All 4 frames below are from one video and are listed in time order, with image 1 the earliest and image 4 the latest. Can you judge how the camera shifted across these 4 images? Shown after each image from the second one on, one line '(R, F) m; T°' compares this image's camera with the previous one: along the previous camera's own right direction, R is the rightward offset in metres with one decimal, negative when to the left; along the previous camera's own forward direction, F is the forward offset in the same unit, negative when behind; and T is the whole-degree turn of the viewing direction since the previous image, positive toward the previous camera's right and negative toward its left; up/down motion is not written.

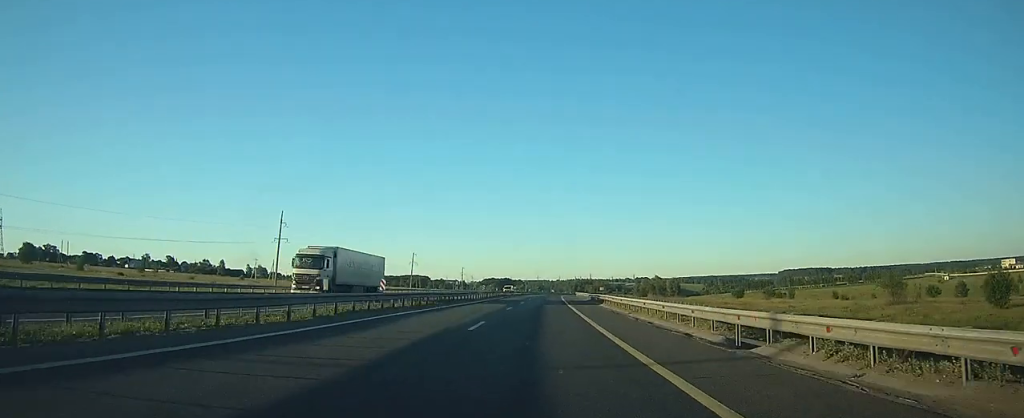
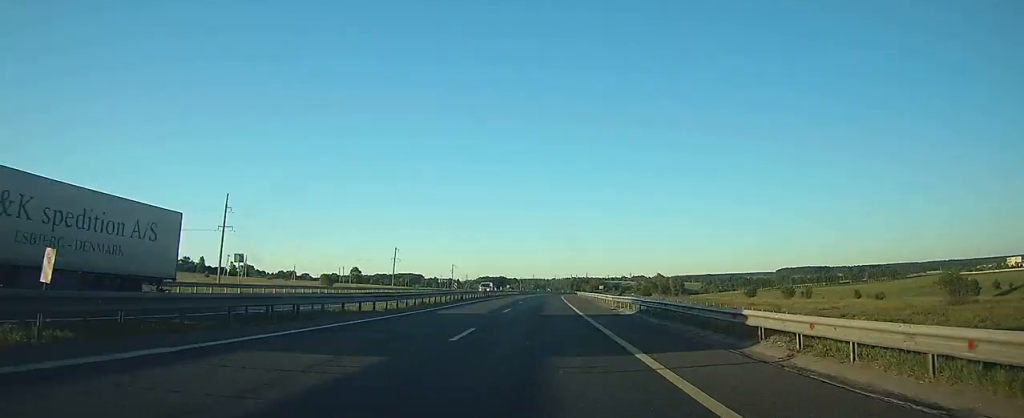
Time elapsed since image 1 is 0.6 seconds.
(+0.1, +19.5) m; +1°
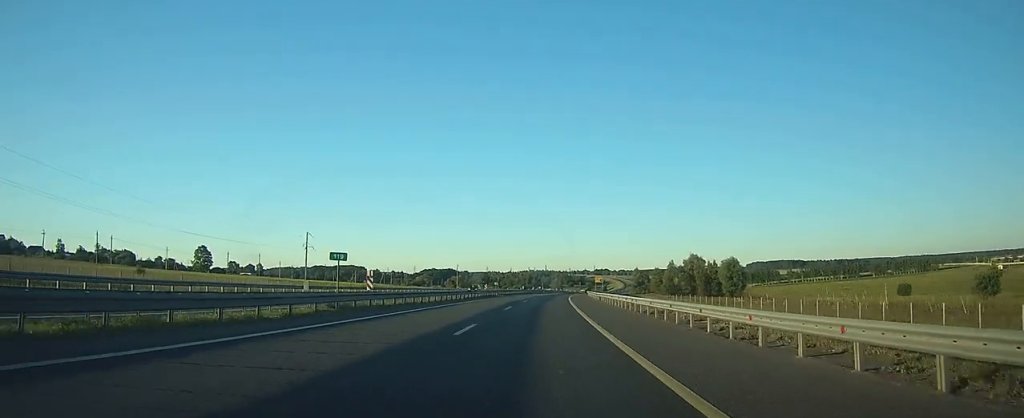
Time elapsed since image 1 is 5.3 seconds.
(+5.2, +142.6) m; +4°
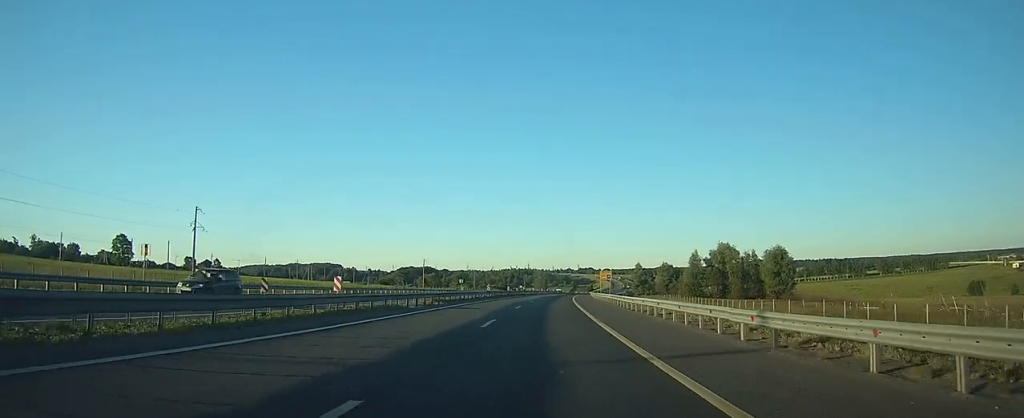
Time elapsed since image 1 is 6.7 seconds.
(+0.6, +44.1) m; +2°
